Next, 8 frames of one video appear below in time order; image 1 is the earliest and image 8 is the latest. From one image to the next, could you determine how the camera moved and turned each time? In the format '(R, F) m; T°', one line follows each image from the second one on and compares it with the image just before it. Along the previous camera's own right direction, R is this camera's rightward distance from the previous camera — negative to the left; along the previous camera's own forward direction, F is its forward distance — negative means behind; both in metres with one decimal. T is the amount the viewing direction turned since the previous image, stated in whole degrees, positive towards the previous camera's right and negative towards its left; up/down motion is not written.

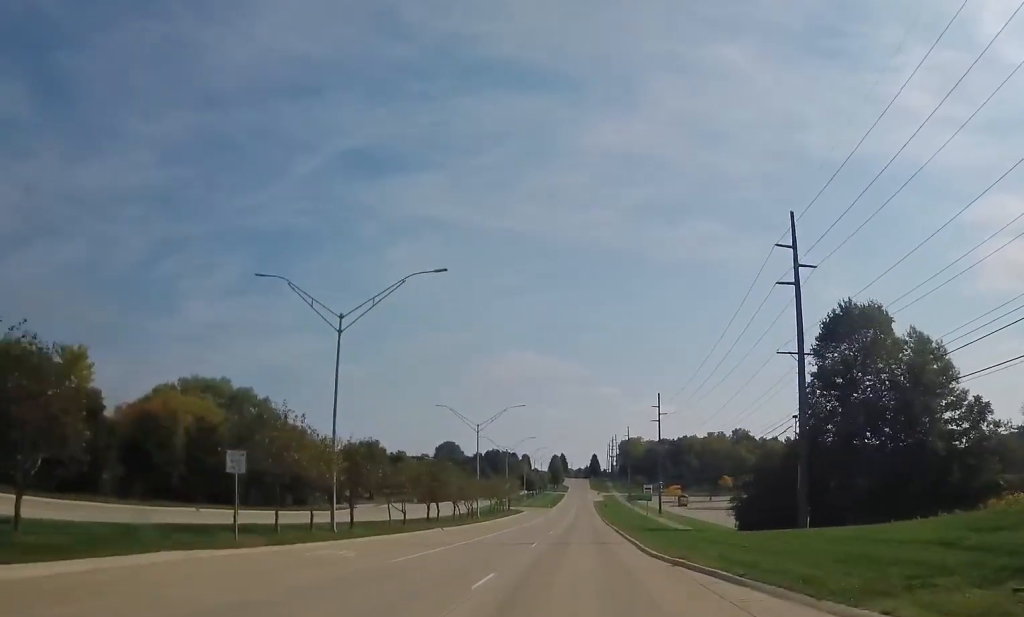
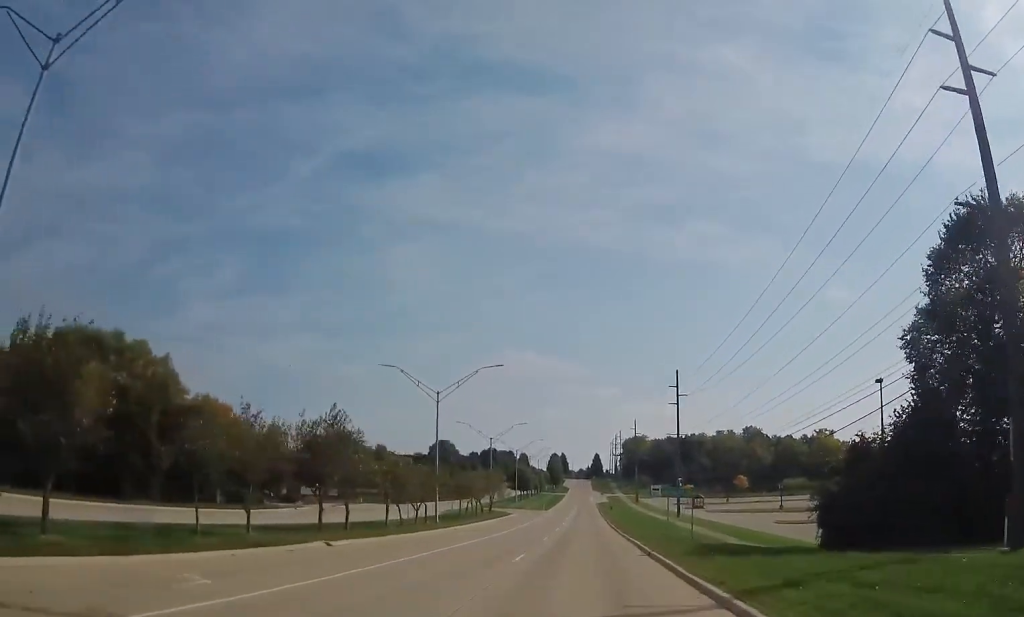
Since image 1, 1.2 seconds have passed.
(-0.5, +22.7) m; -2°
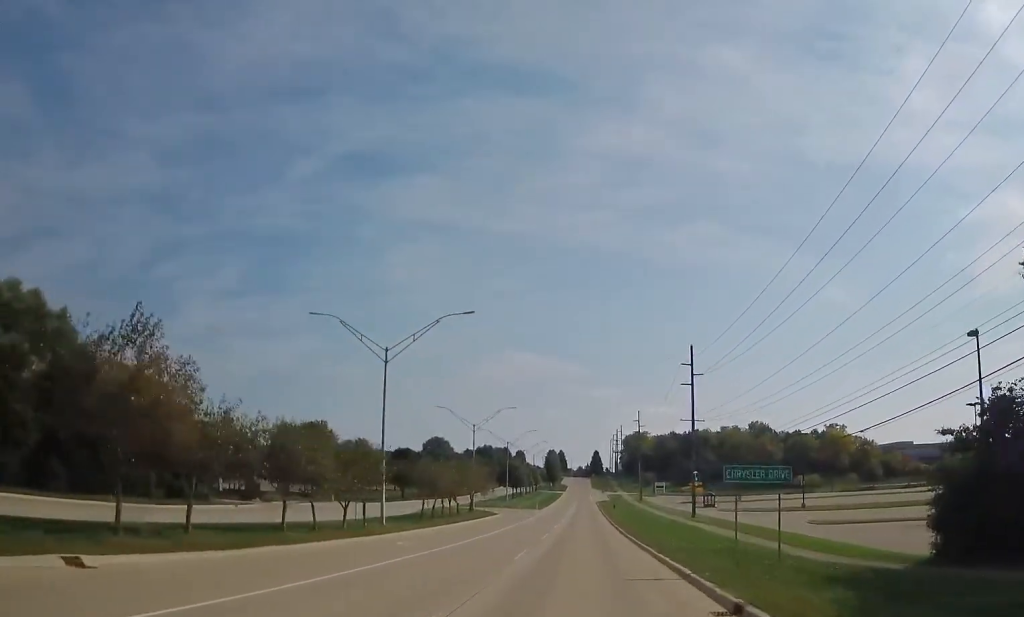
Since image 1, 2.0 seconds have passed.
(-0.1, +15.2) m; +1°
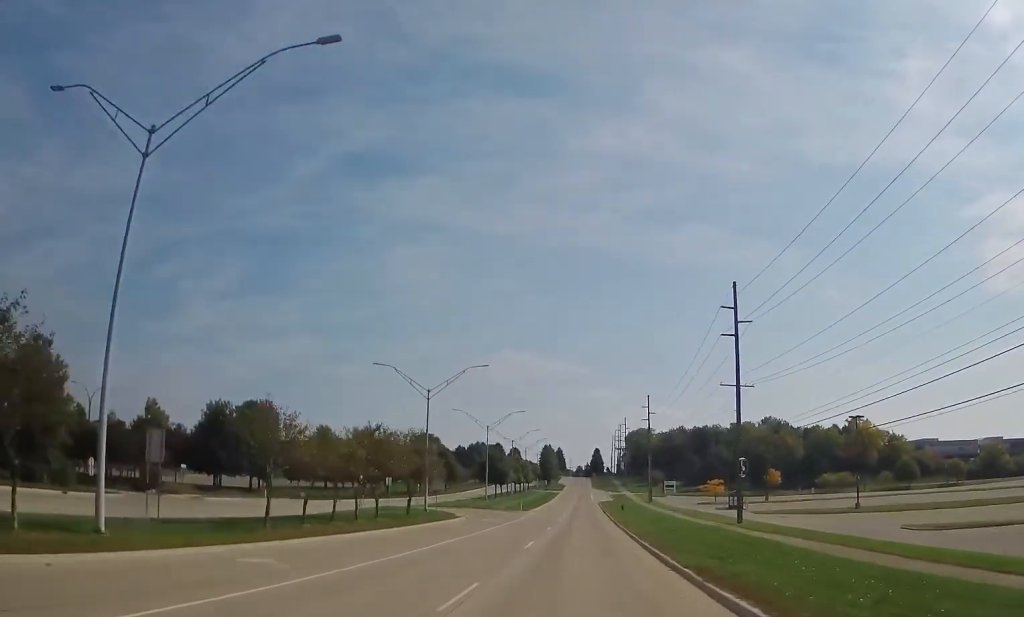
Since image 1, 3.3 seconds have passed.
(+0.6, +26.5) m; +1°
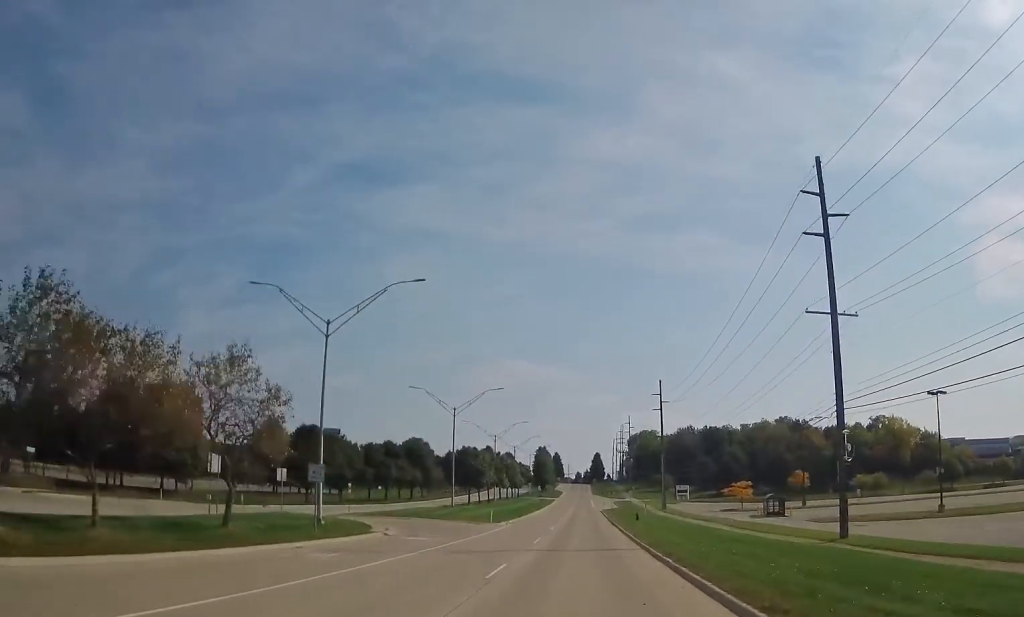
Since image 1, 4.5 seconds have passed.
(-0.5, +25.8) m; -1°
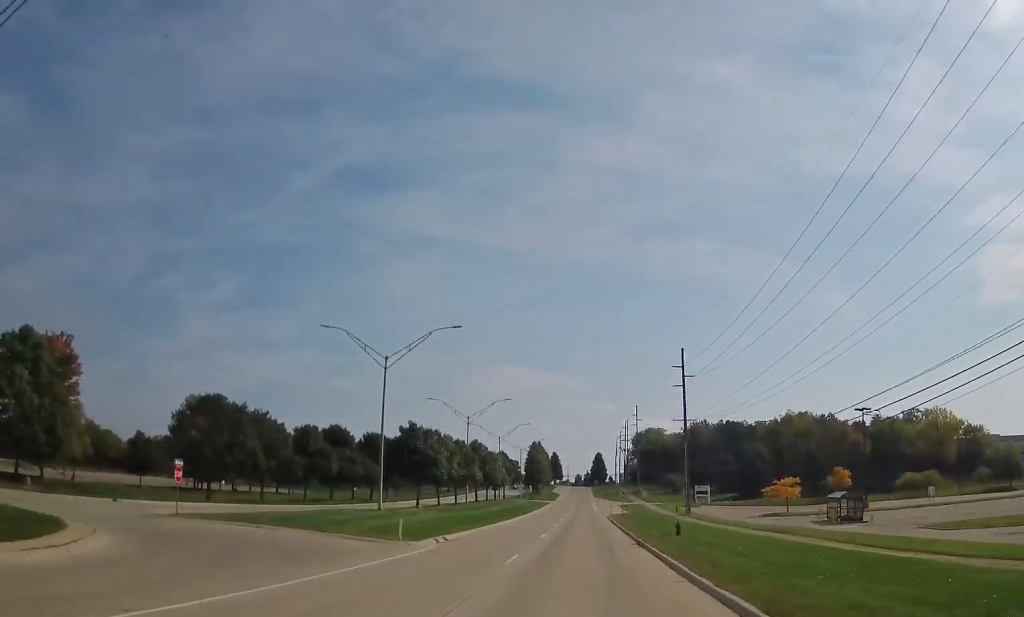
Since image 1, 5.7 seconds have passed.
(-0.3, +27.6) m; -1°
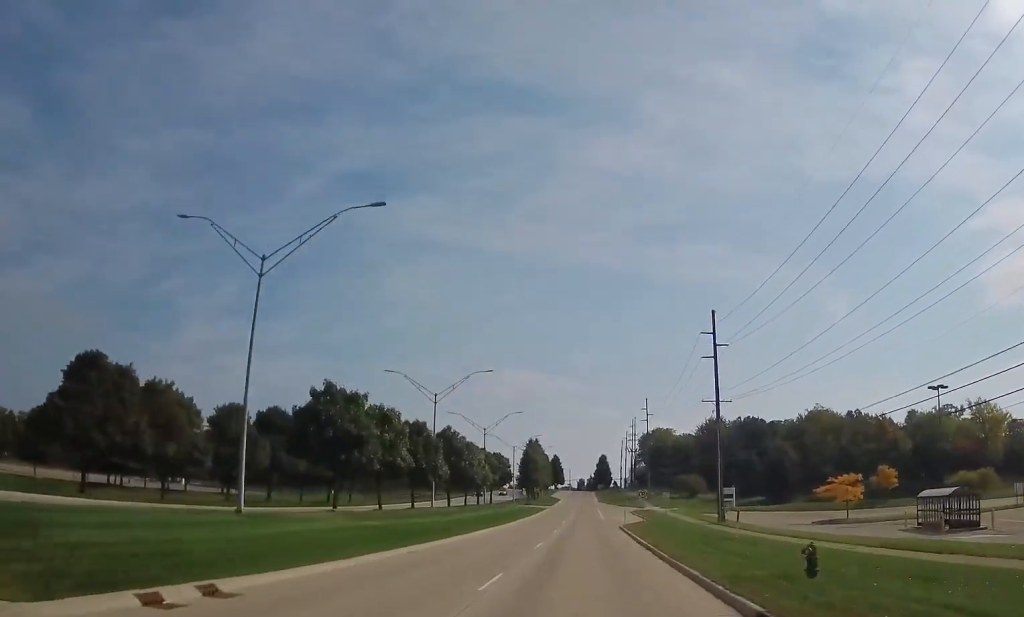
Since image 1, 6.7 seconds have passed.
(-0.3, +21.3) m; 0°
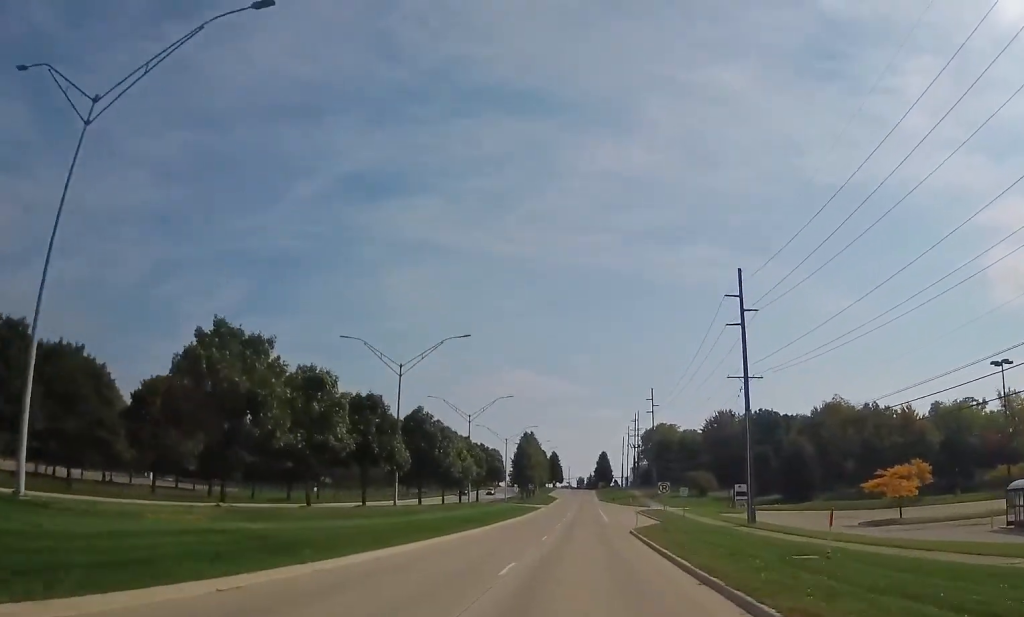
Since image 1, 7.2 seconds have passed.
(+0.2, +13.1) m; +1°
